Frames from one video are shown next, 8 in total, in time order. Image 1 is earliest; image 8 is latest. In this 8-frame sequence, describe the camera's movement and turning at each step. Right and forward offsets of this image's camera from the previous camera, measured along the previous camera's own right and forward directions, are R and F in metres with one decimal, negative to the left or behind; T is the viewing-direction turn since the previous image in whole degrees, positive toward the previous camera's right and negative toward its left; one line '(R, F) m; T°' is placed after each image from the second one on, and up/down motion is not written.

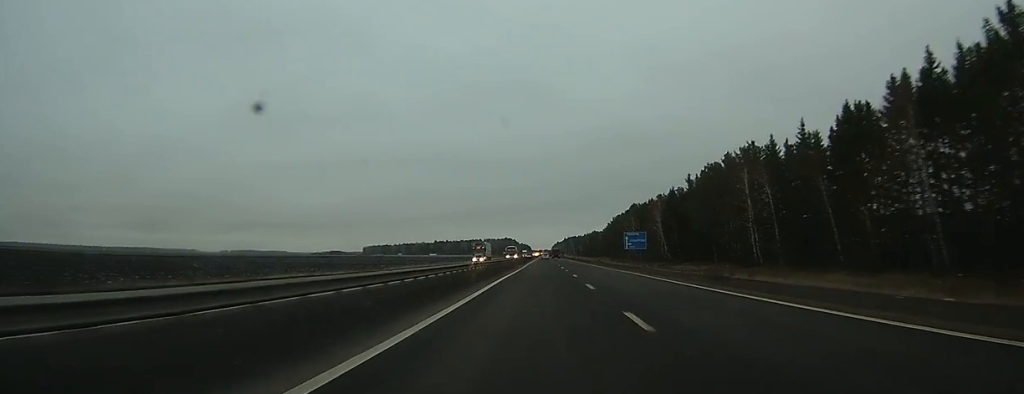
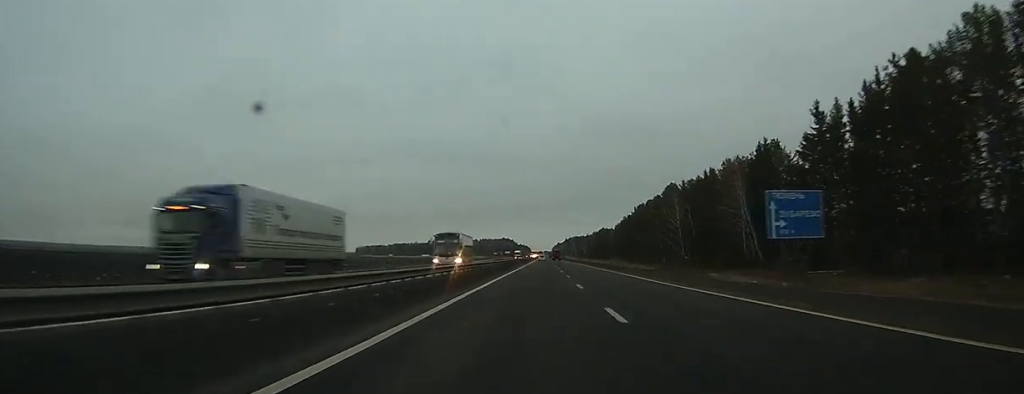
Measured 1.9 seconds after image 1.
(+0.1, +59.3) m; 0°
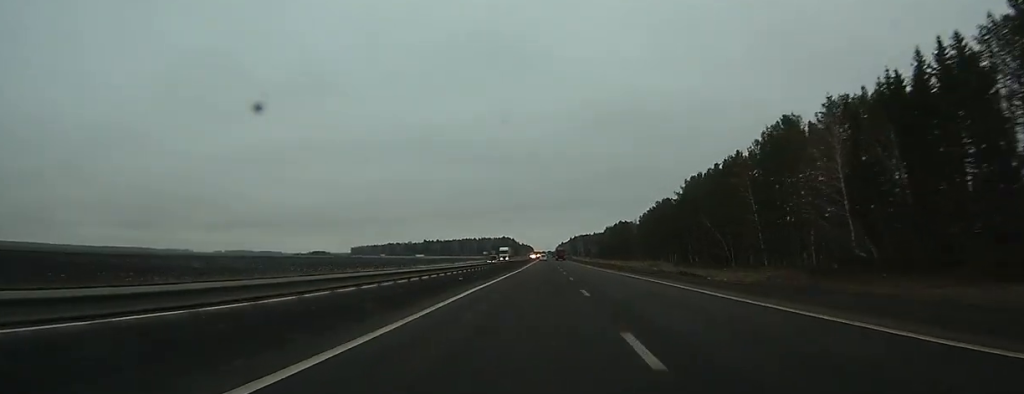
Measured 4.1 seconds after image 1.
(0.0, +65.2) m; 0°
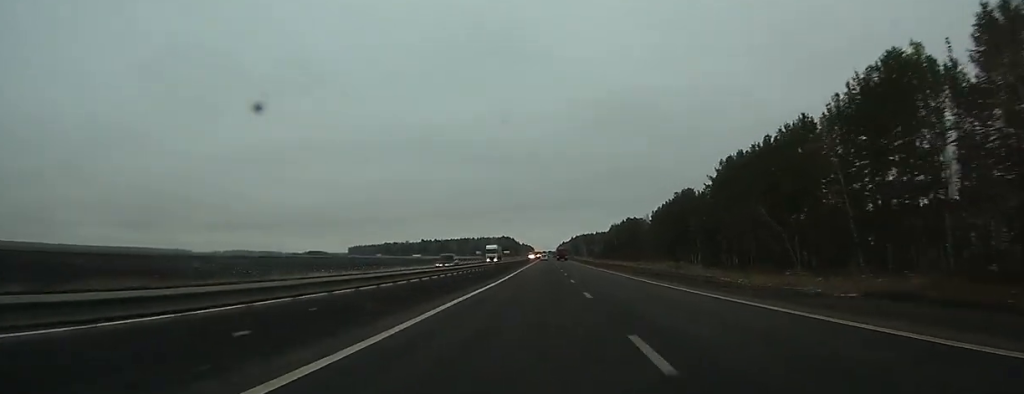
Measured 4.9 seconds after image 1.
(0.0, +24.4) m; 0°
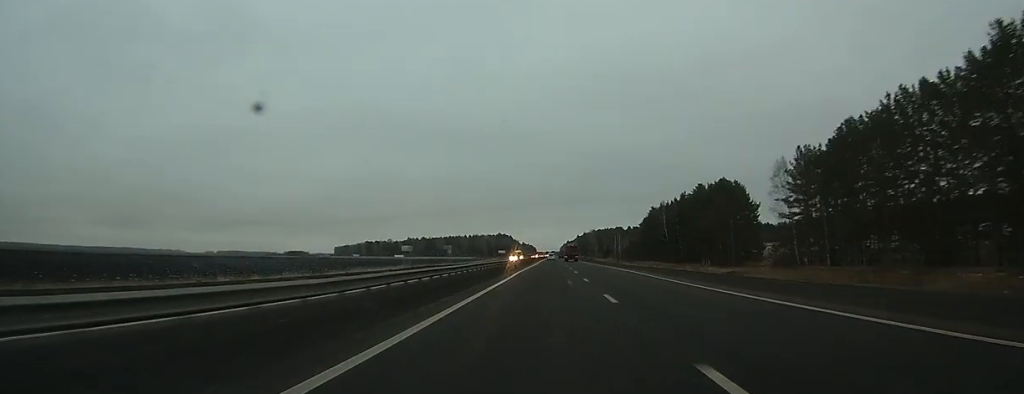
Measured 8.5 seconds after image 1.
(-0.8, +111.1) m; -1°
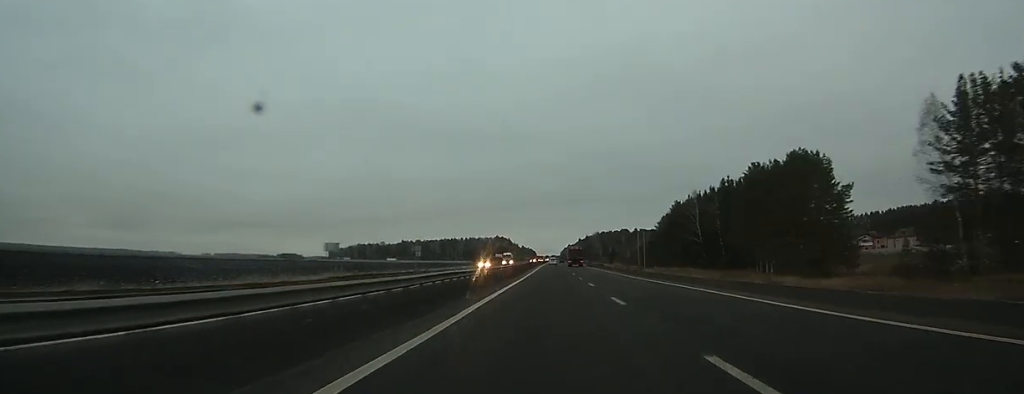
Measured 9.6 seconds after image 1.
(-0.1, +35.3) m; 0°
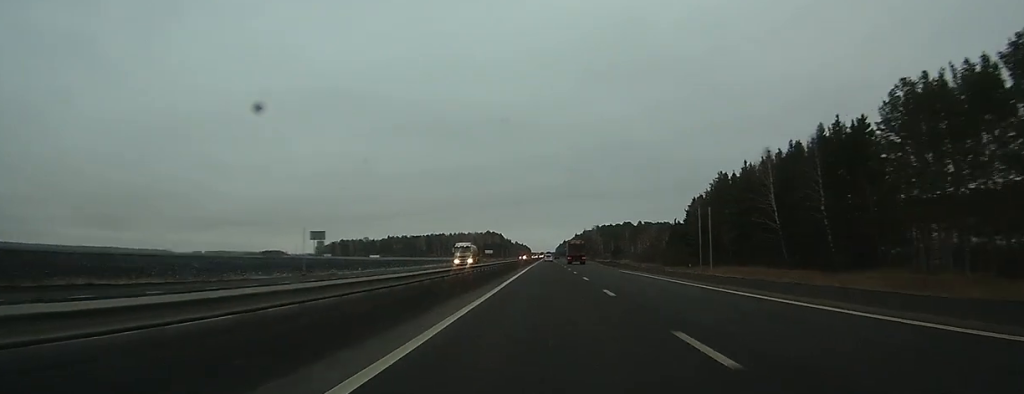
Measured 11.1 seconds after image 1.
(0.0, +45.9) m; 0°
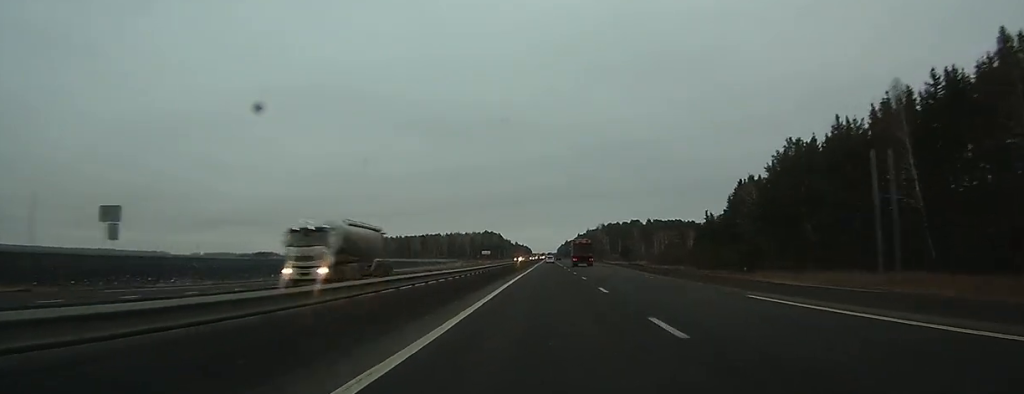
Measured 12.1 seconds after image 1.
(+0.3, +33.5) m; 0°
